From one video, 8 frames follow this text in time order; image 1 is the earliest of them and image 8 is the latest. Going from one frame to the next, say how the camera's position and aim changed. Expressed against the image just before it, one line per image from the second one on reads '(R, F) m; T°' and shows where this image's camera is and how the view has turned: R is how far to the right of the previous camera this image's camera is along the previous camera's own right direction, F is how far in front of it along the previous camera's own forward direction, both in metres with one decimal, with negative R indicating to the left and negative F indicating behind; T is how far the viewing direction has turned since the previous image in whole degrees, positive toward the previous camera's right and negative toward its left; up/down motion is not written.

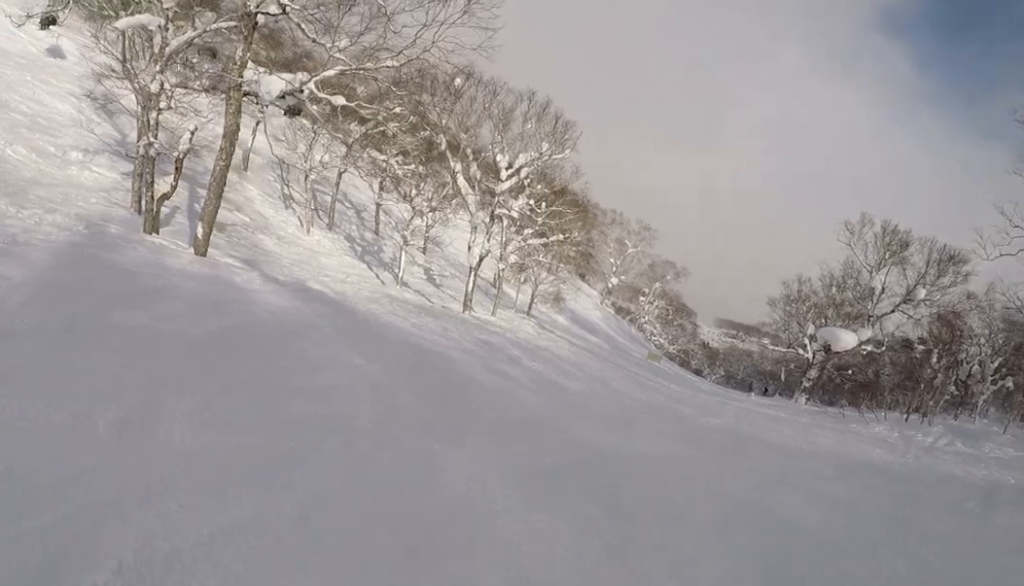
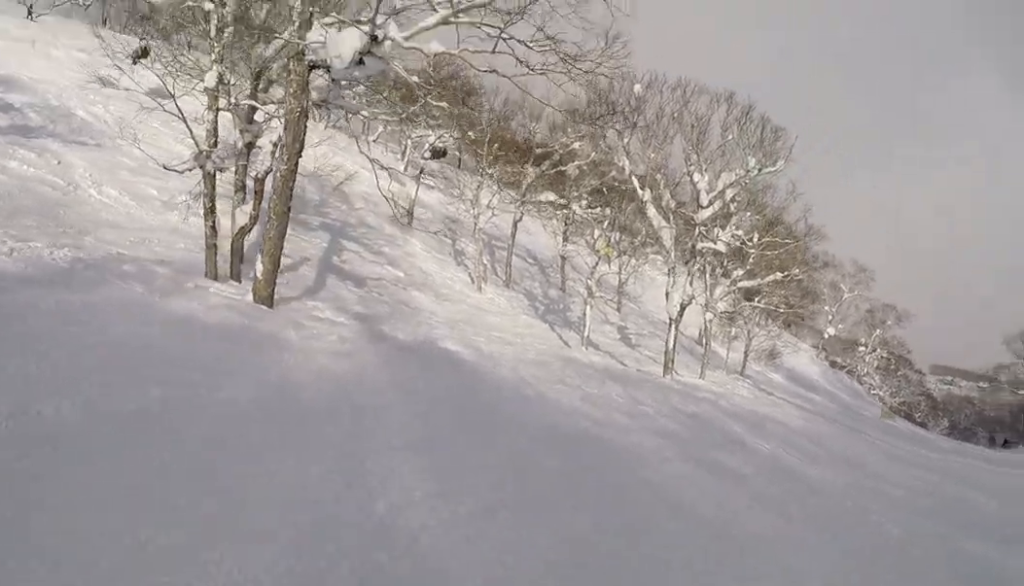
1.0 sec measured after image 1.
(-1.0, +6.5) m; -1°
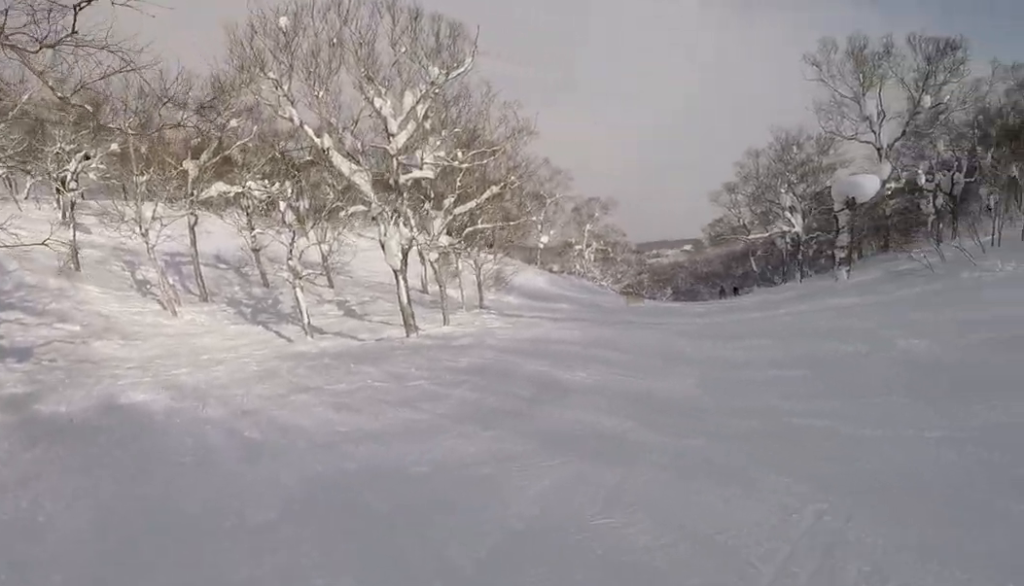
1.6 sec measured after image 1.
(+0.3, +4.0) m; +12°
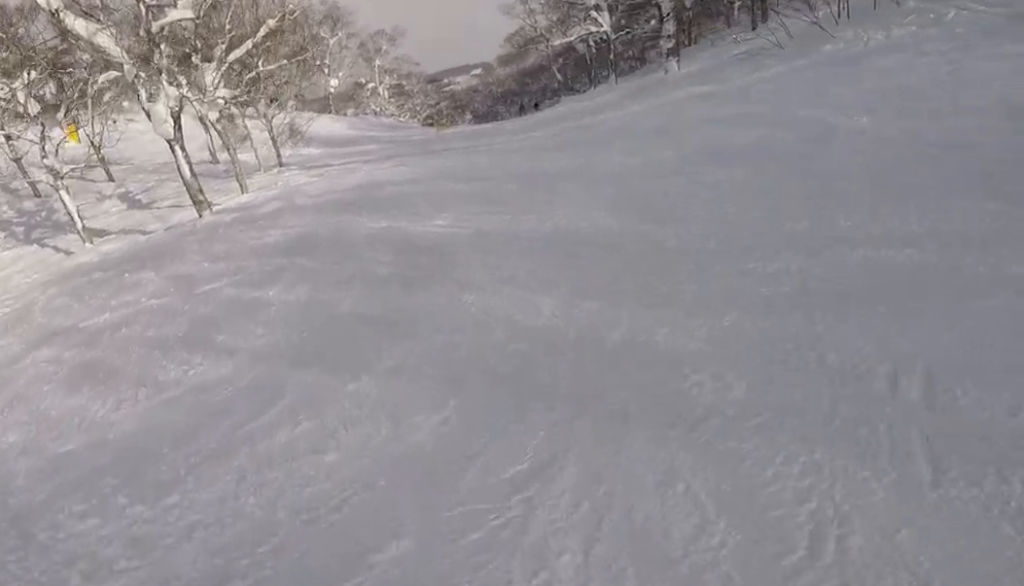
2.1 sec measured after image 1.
(0.0, +3.5) m; +15°
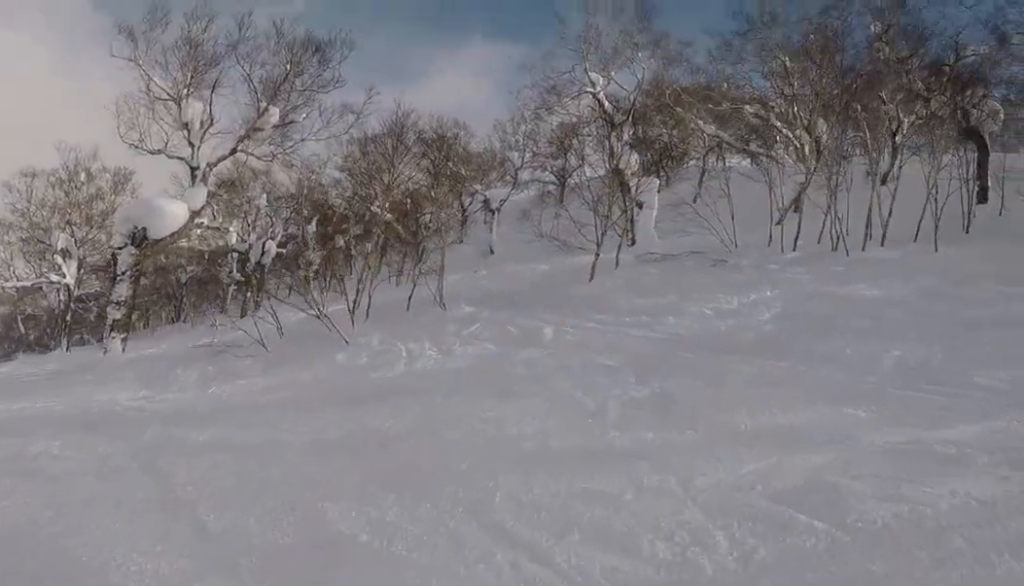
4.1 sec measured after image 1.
(+5.5, +8.2) m; +49°
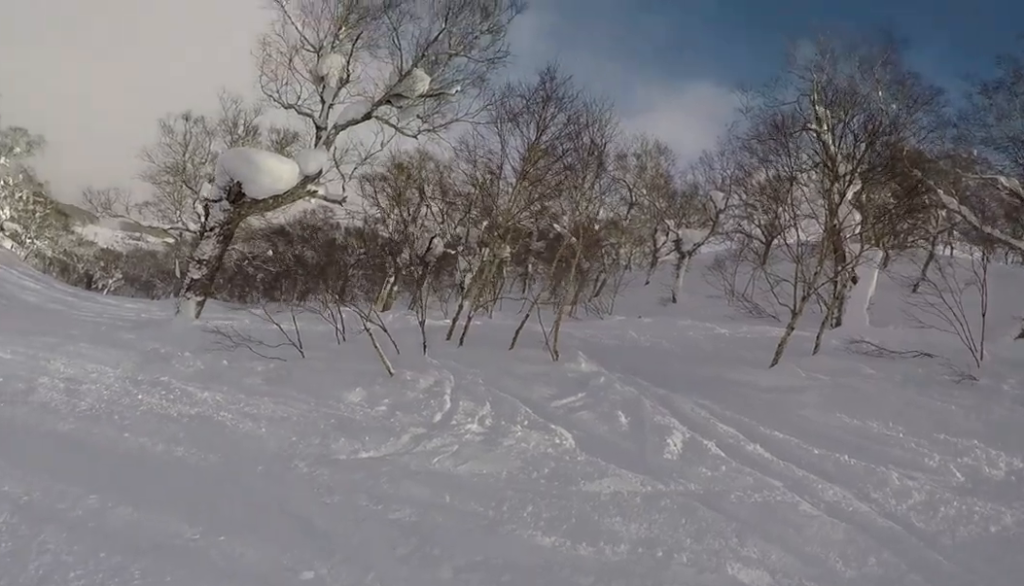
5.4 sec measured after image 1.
(-0.4, +5.0) m; -9°
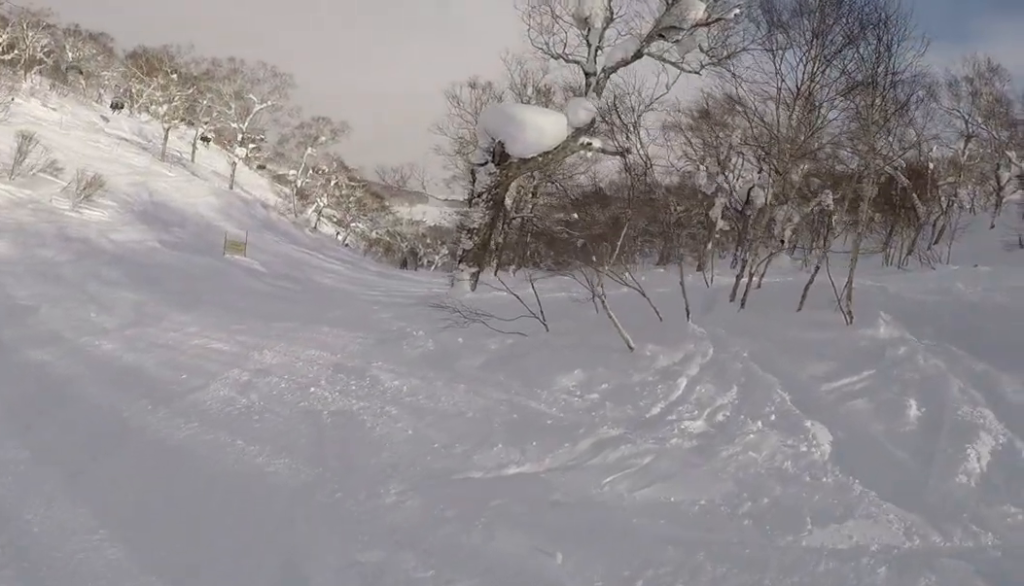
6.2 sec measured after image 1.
(-0.1, +2.8) m; -11°
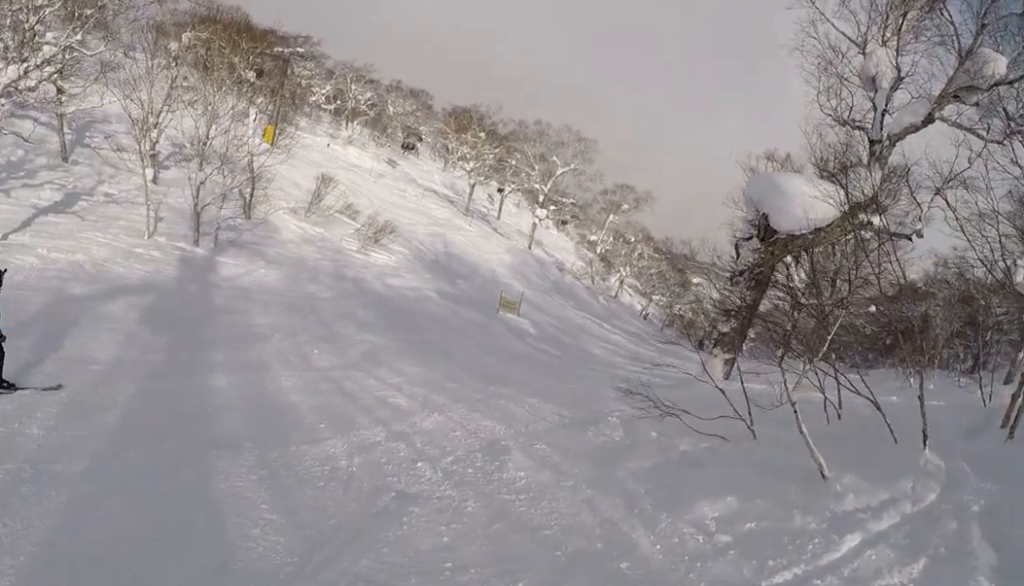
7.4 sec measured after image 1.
(-1.1, +2.8) m; -48°
